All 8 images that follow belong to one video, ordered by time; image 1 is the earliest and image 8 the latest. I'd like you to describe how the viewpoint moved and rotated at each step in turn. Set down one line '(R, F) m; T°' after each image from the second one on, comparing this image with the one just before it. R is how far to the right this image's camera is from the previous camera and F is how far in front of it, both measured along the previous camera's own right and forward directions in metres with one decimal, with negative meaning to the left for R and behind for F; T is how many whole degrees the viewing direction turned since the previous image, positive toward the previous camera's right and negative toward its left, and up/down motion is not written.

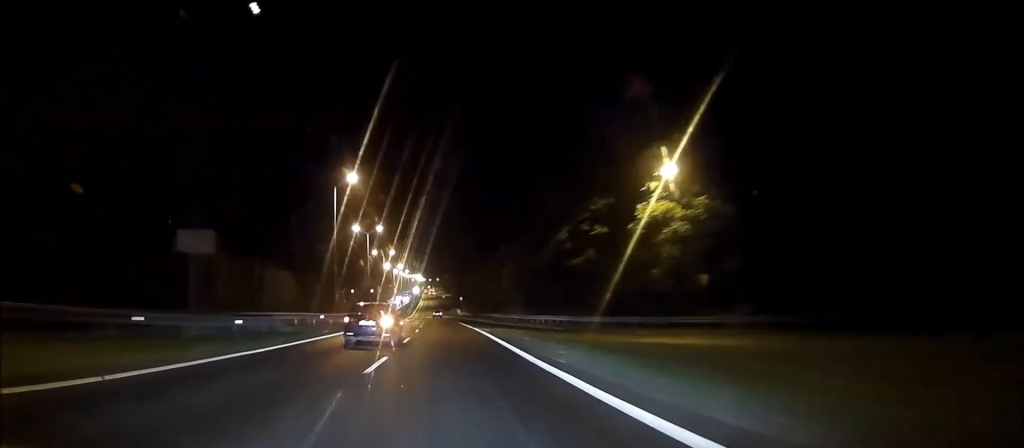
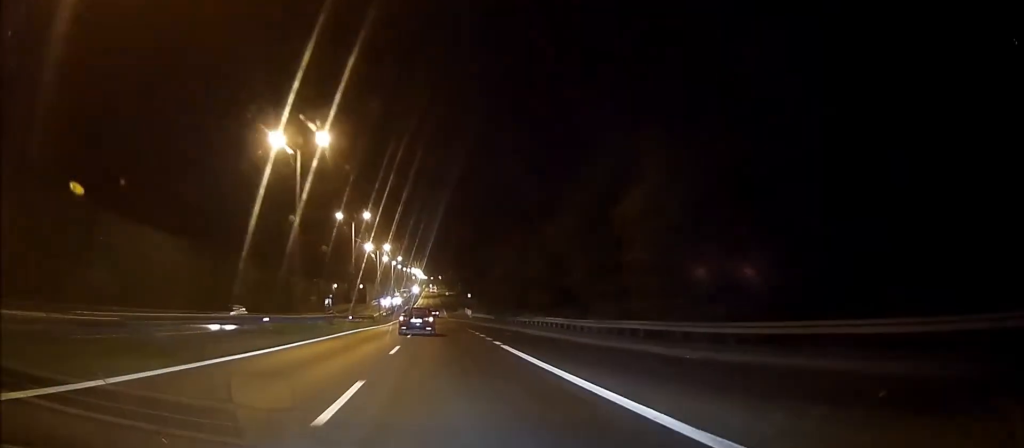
(0.0, +40.8) m; 0°
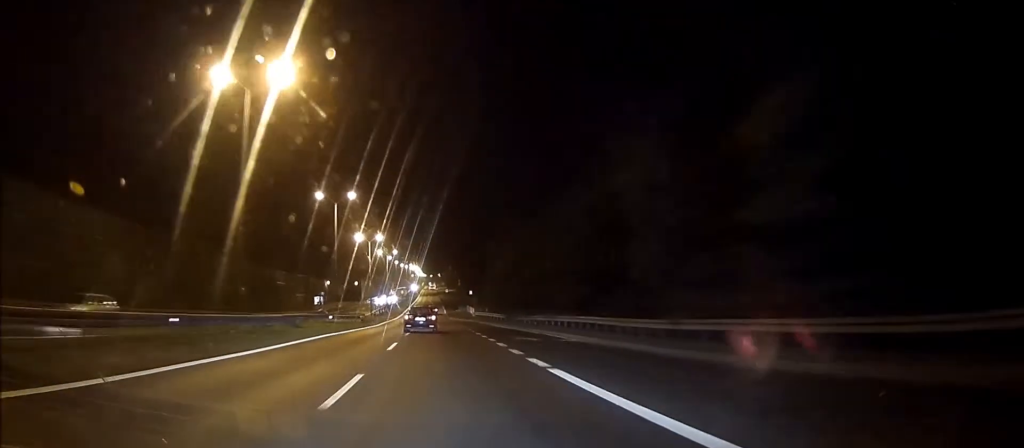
(0.0, +10.8) m; 0°
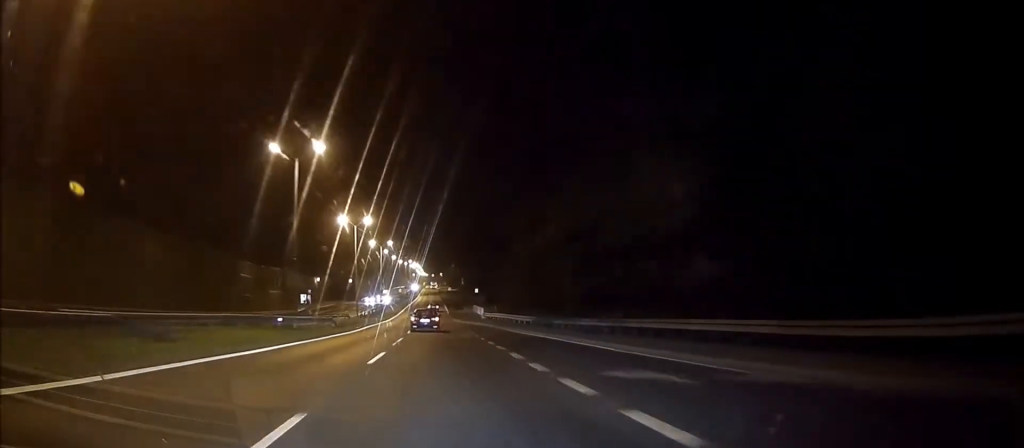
(-0.1, +16.5) m; 0°
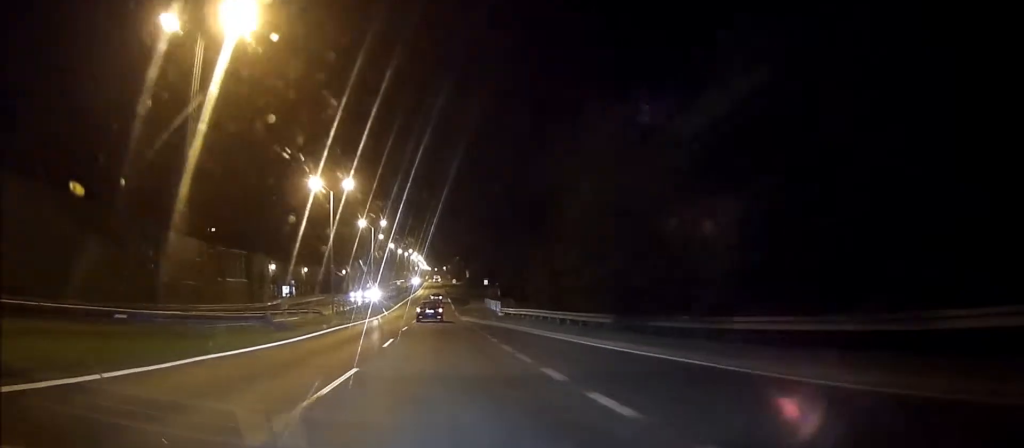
(+0.1, +18.1) m; 0°
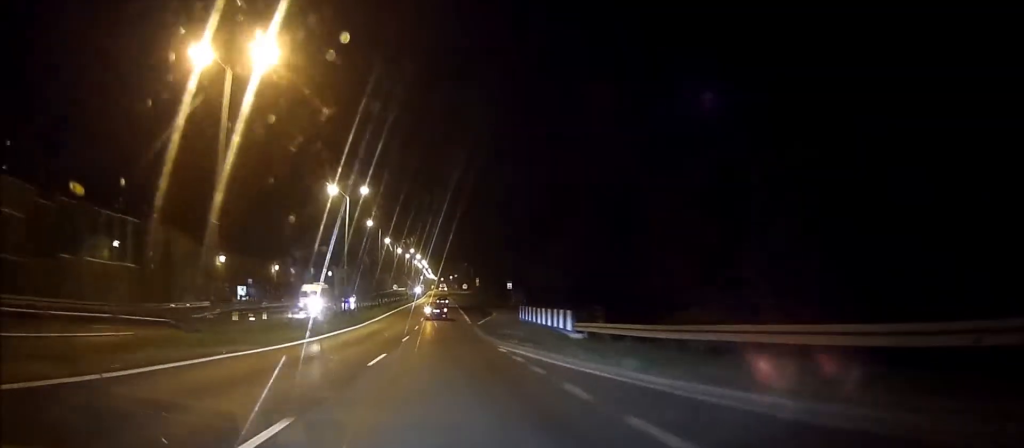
(-0.1, +29.3) m; 0°
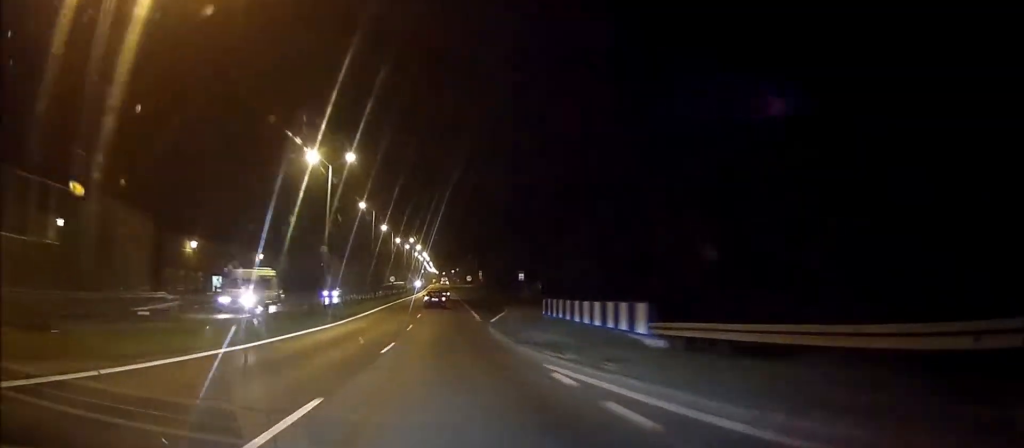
(0.0, +10.4) m; 0°
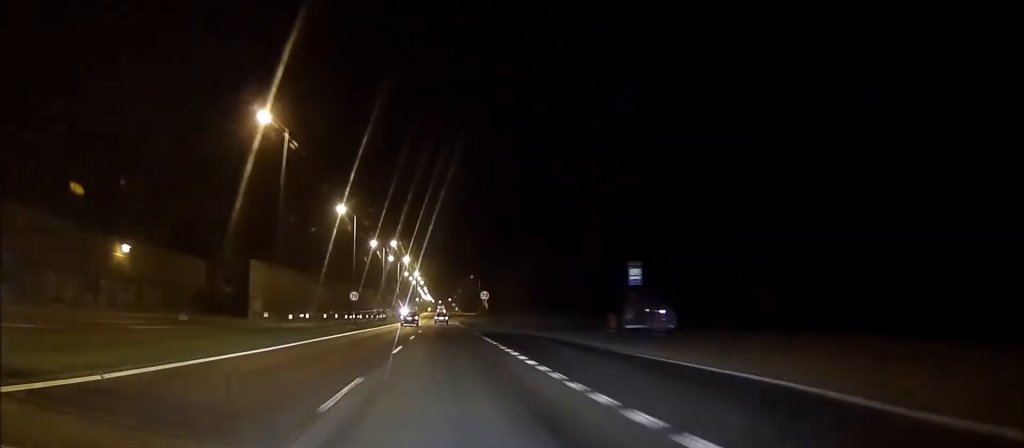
(0.0, +43.4) m; 0°
